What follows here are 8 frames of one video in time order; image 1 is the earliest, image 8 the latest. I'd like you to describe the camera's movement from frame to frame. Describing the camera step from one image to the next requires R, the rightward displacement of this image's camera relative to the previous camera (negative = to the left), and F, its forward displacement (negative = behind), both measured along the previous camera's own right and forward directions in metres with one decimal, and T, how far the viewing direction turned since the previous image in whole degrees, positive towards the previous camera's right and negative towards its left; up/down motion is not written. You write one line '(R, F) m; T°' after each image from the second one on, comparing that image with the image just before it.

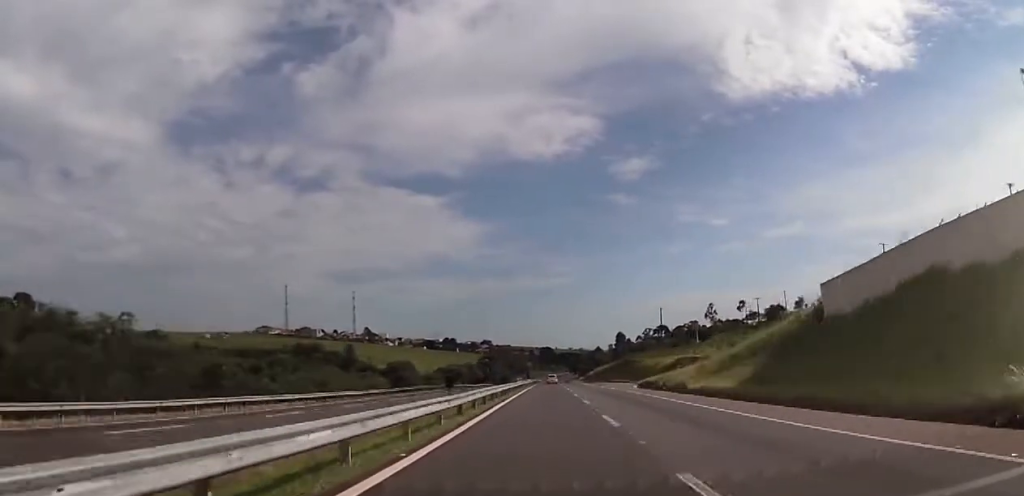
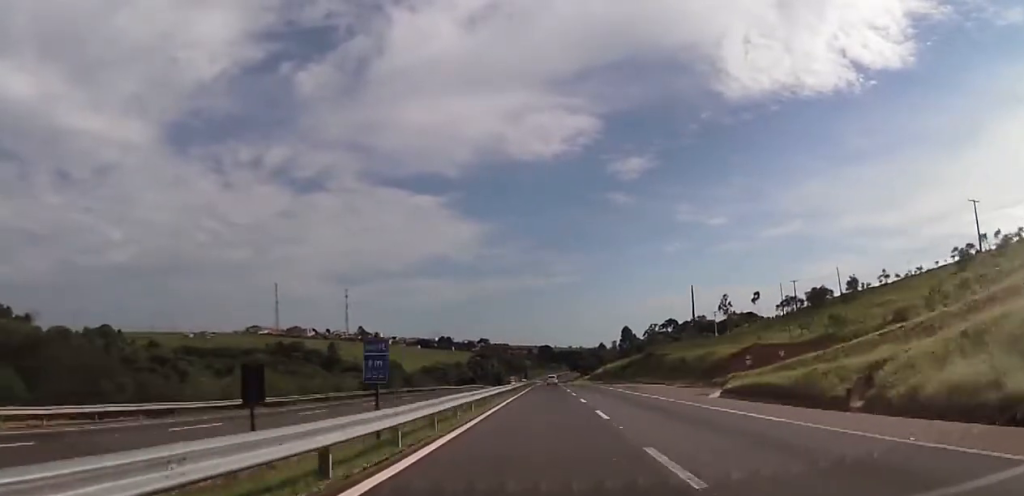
(-0.2, +32.8) m; 0°
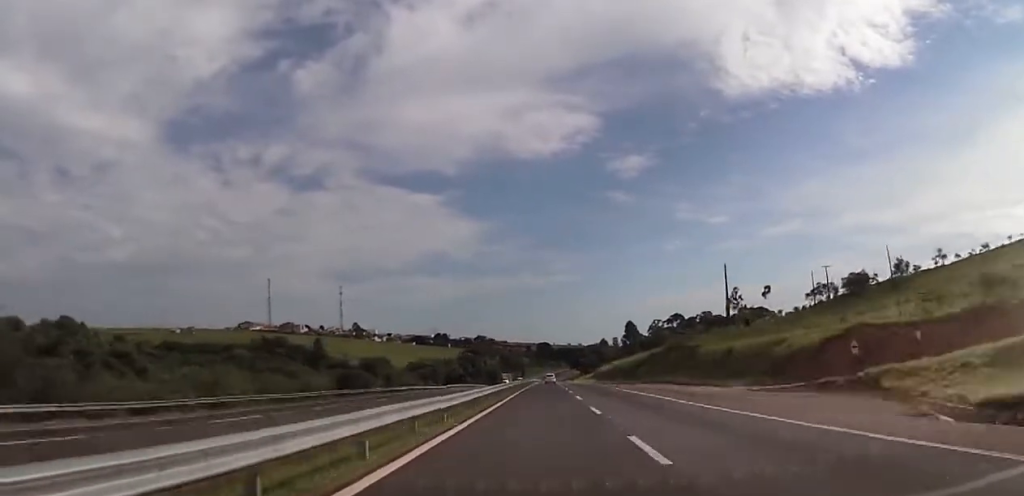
(+0.3, +22.0) m; 0°
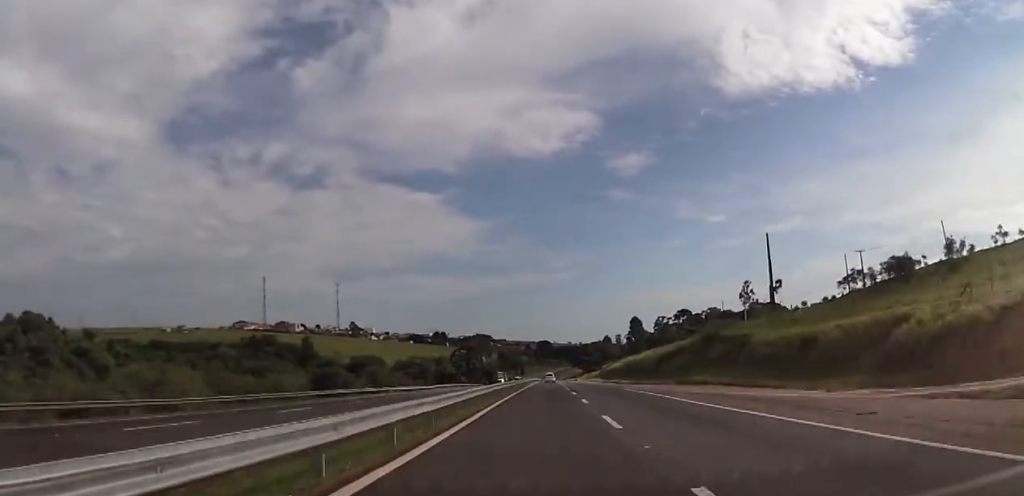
(+0.1, +17.9) m; 0°
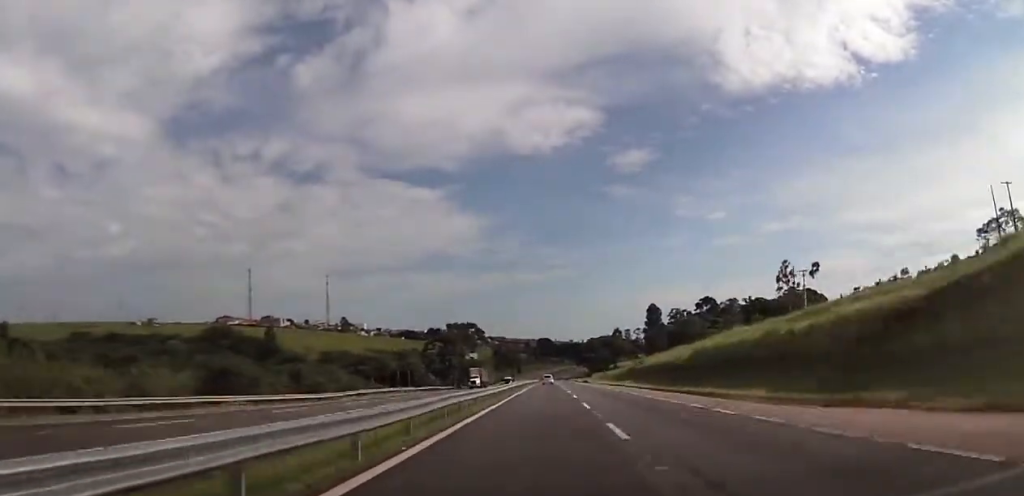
(-0.3, +49.9) m; 0°
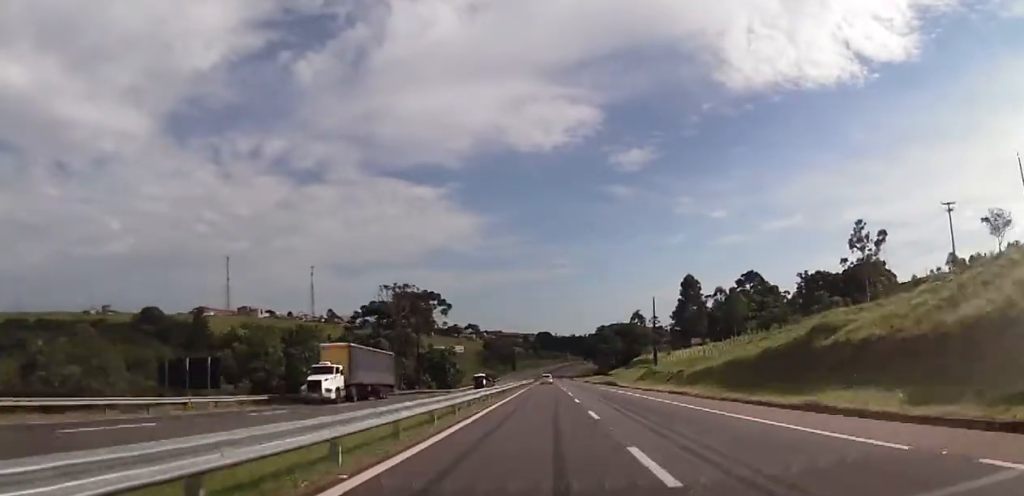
(+0.6, +64.3) m; 0°
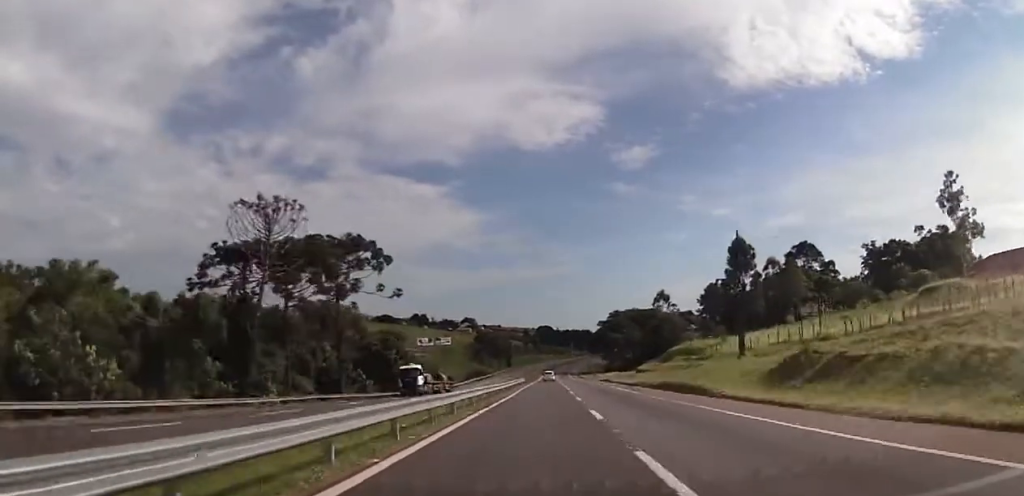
(-0.8, +48.3) m; 0°
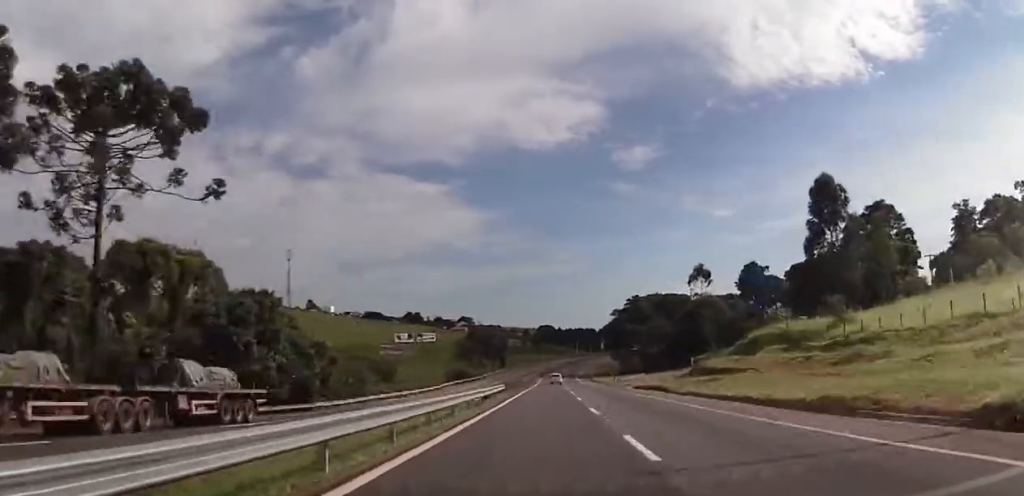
(+0.6, +44.2) m; +1°
